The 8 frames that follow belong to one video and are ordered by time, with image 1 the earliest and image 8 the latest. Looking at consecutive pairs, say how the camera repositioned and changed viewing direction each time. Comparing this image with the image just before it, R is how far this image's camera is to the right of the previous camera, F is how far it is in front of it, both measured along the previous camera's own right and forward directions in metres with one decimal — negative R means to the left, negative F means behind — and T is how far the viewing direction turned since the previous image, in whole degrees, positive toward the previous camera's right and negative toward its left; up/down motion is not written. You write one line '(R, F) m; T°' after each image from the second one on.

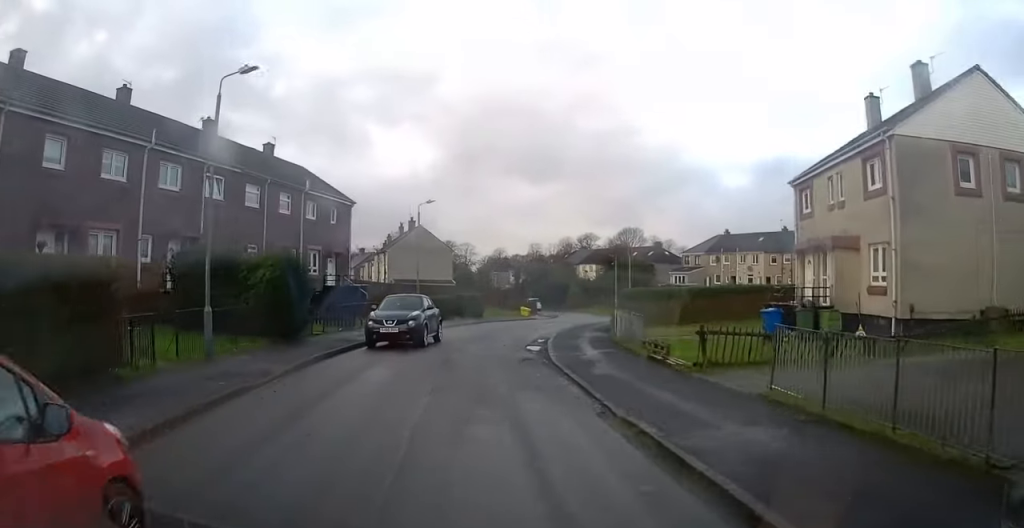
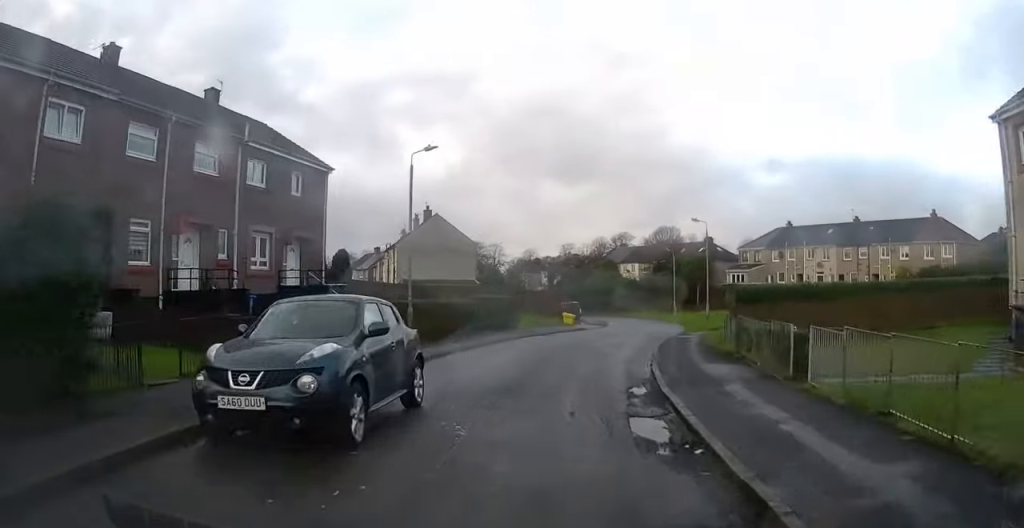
(-0.4, +12.3) m; -2°
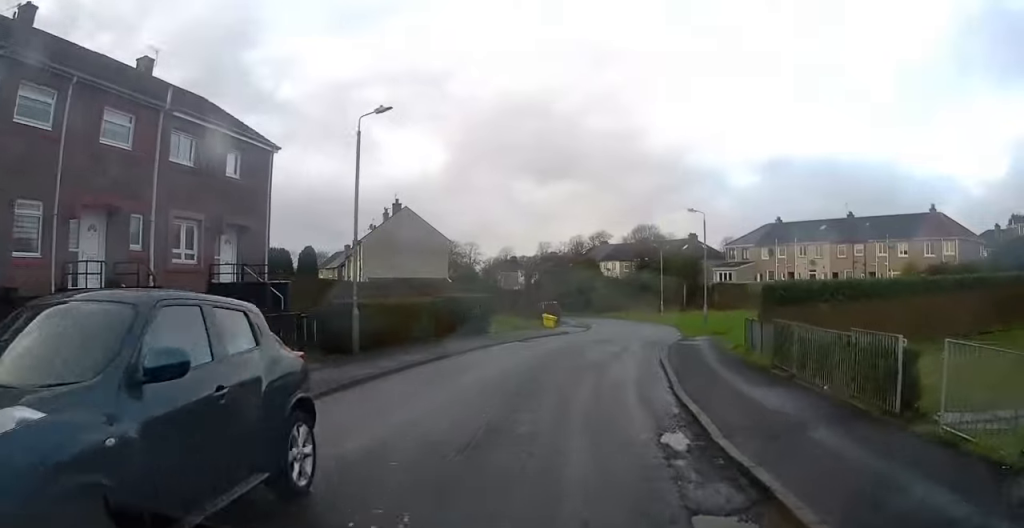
(0.0, +4.1) m; +3°
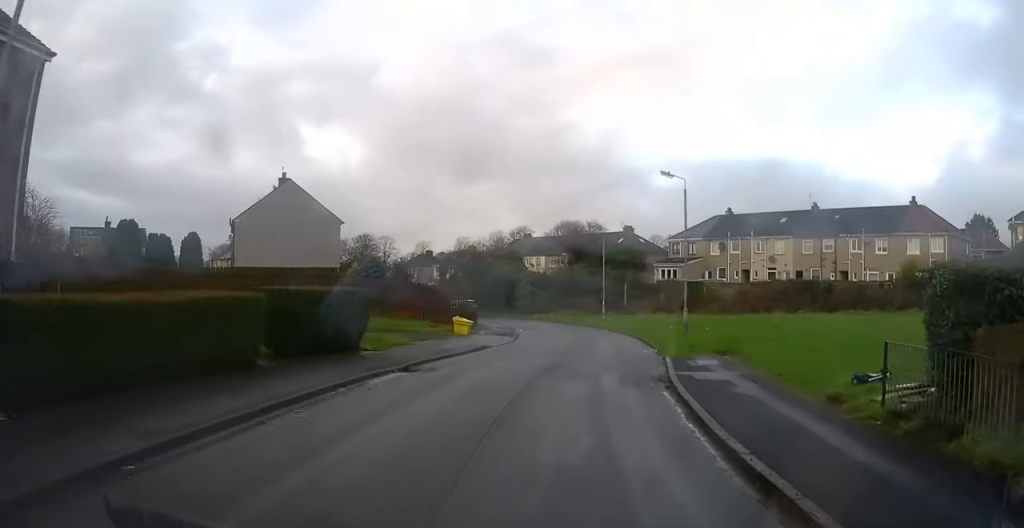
(+0.7, +10.2) m; +6°
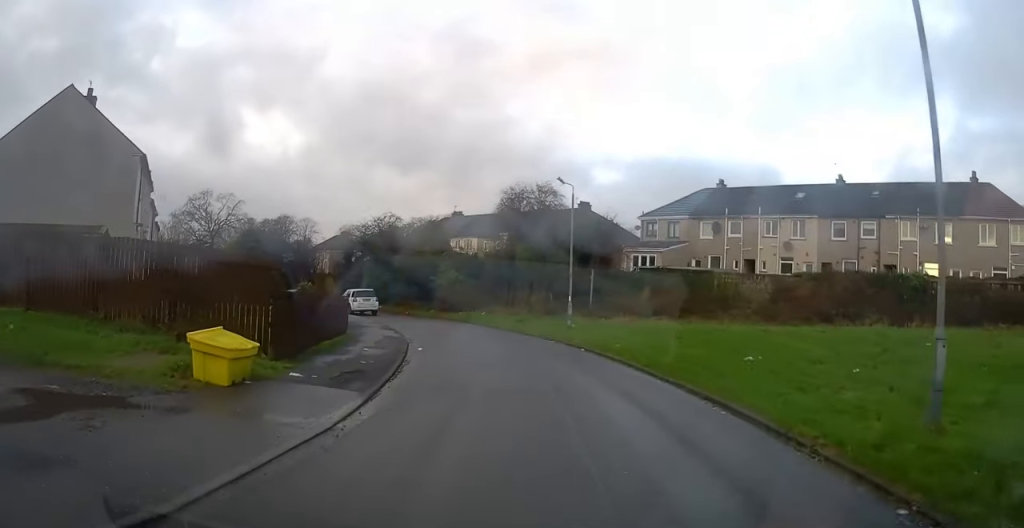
(+1.0, +18.0) m; +3°
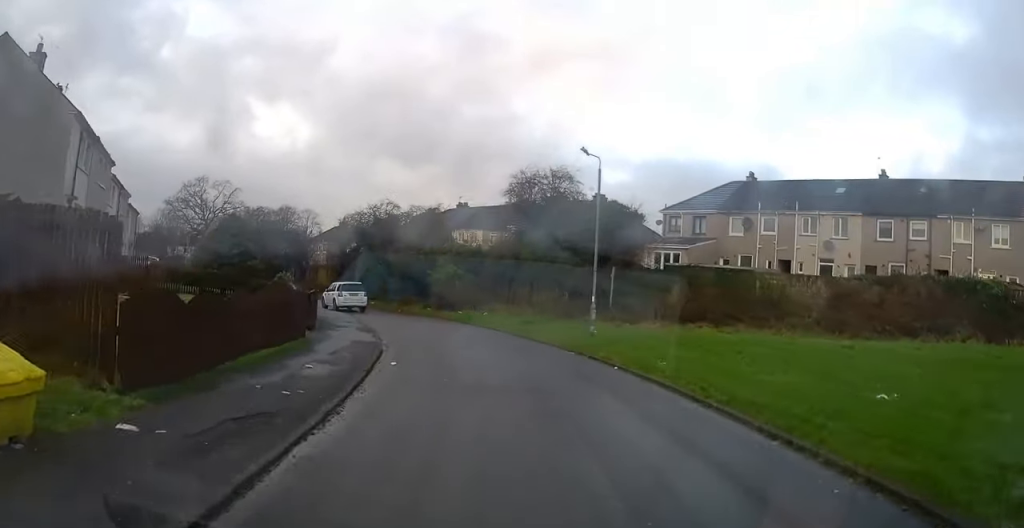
(+0.1, +5.3) m; -1°
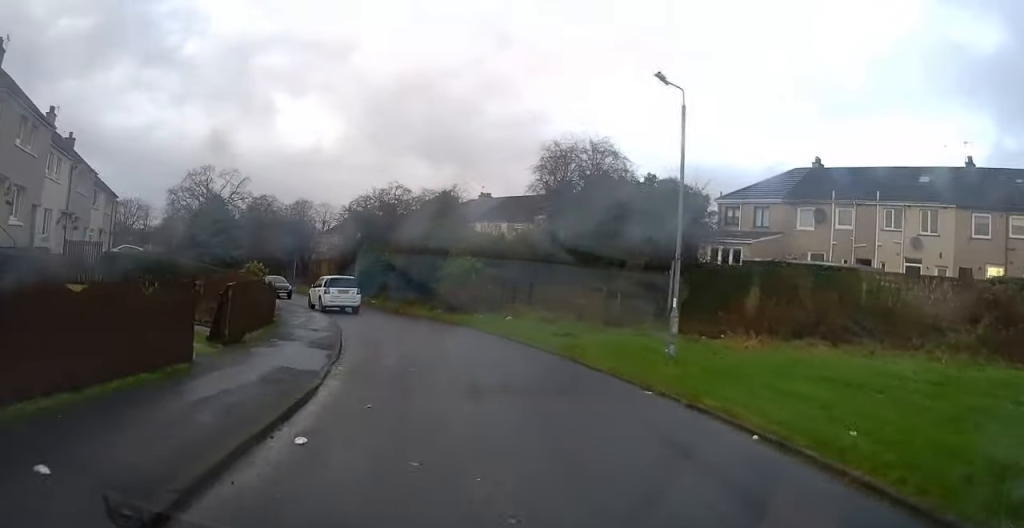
(-0.3, +7.8) m; -2°
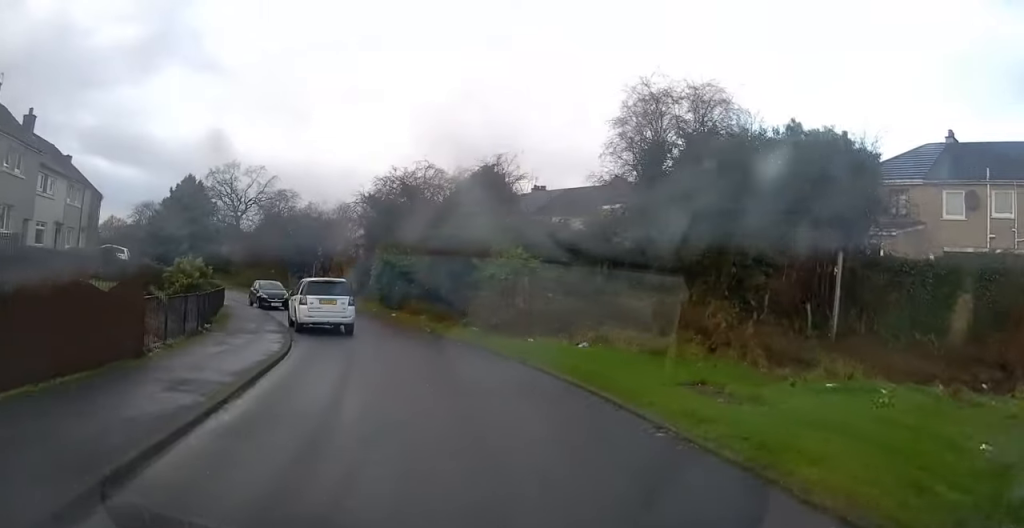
(0.0, +10.9) m; -2°
